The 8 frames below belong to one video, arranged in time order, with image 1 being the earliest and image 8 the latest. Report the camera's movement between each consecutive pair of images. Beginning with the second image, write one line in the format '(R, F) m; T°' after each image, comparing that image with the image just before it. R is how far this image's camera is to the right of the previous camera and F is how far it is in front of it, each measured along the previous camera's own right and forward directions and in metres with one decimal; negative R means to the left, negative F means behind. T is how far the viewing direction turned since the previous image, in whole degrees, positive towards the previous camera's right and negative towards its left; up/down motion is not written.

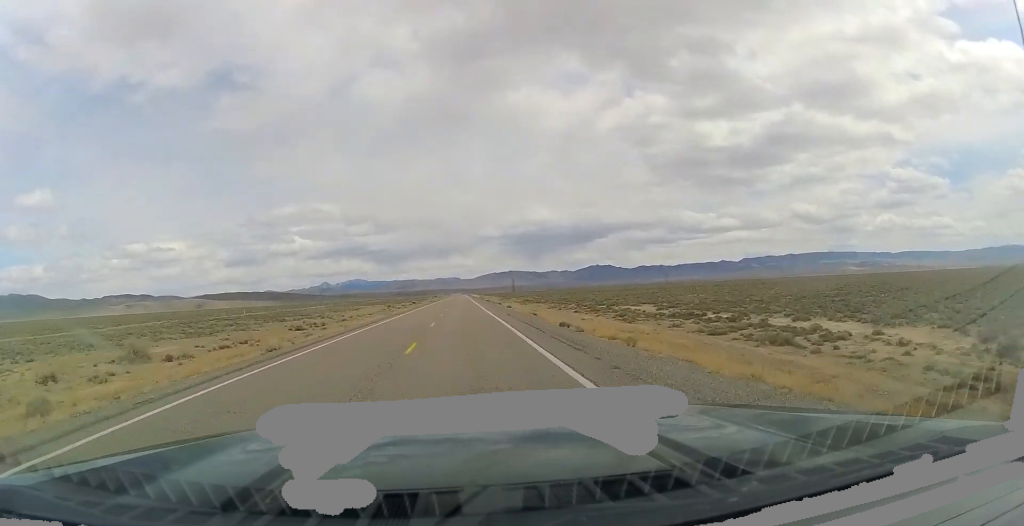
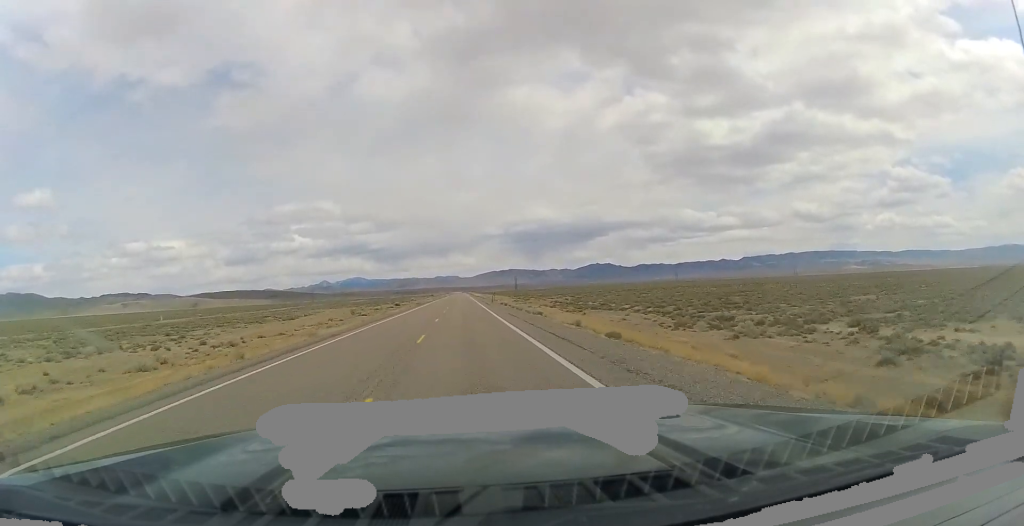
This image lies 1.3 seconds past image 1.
(-0.4, +46.1) m; 0°
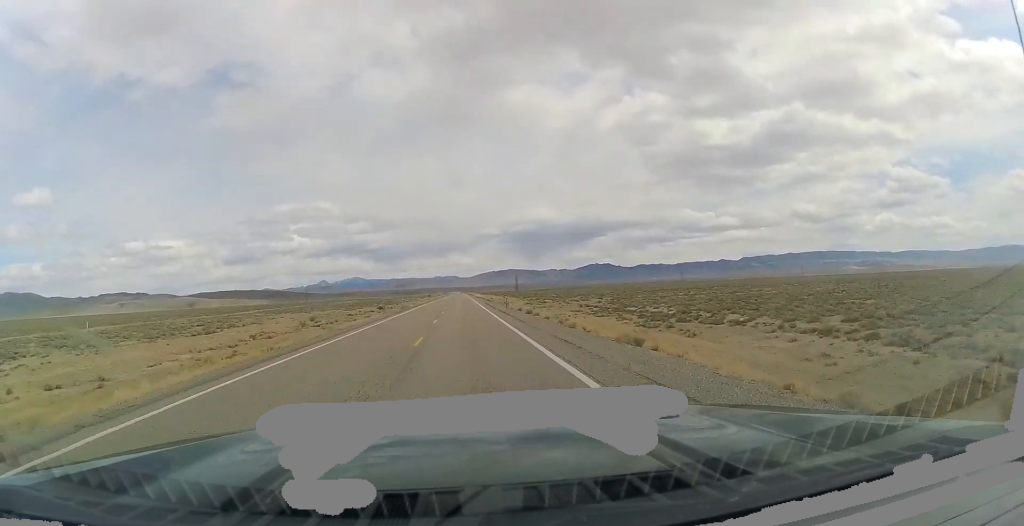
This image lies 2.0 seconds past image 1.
(+0.3, +25.5) m; +1°
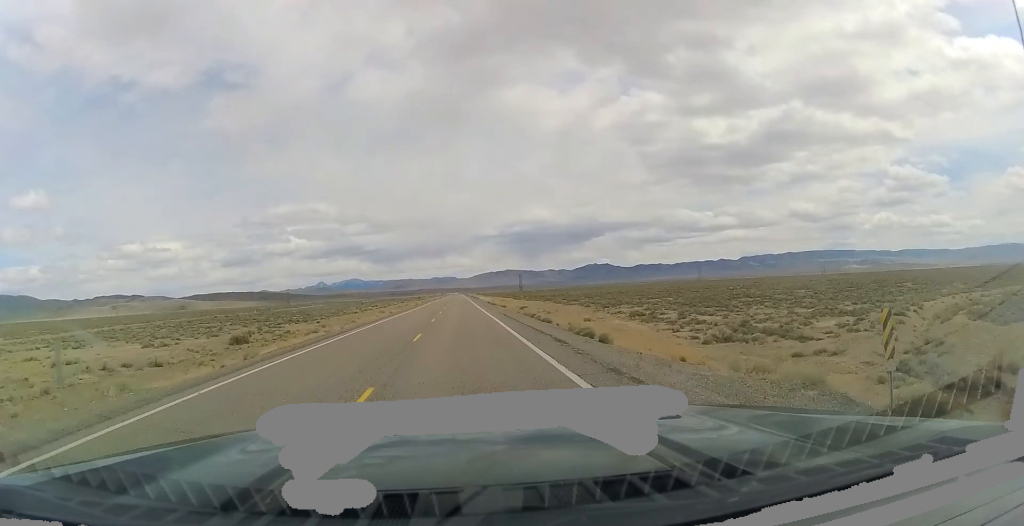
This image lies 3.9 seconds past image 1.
(0.0, +71.8) m; 0°
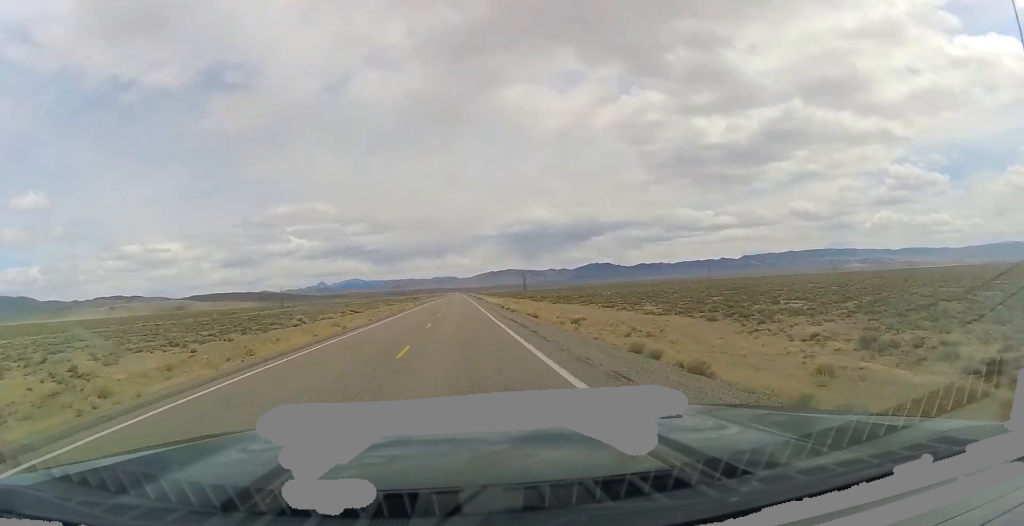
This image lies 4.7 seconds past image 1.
(0.0, +29.2) m; 0°
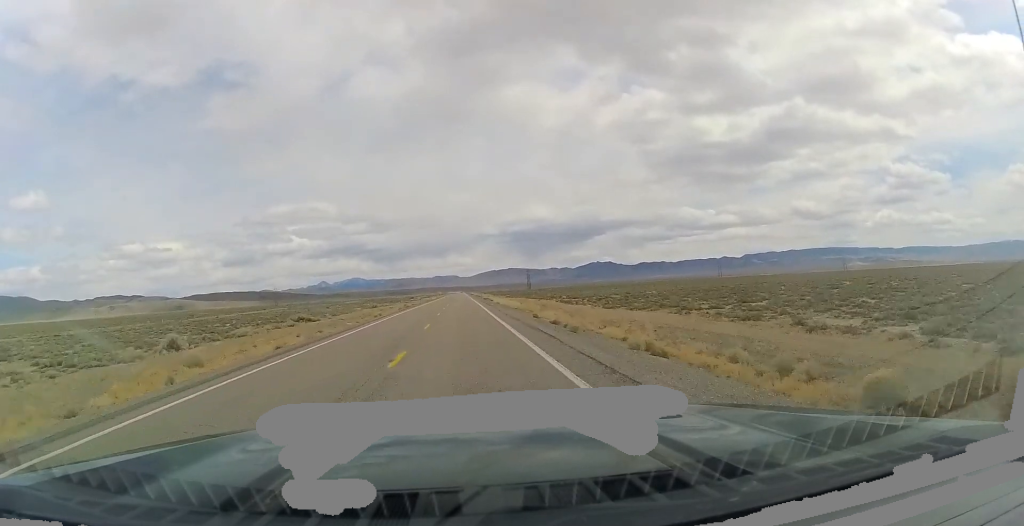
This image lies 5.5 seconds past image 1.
(0.0, +26.9) m; 0°
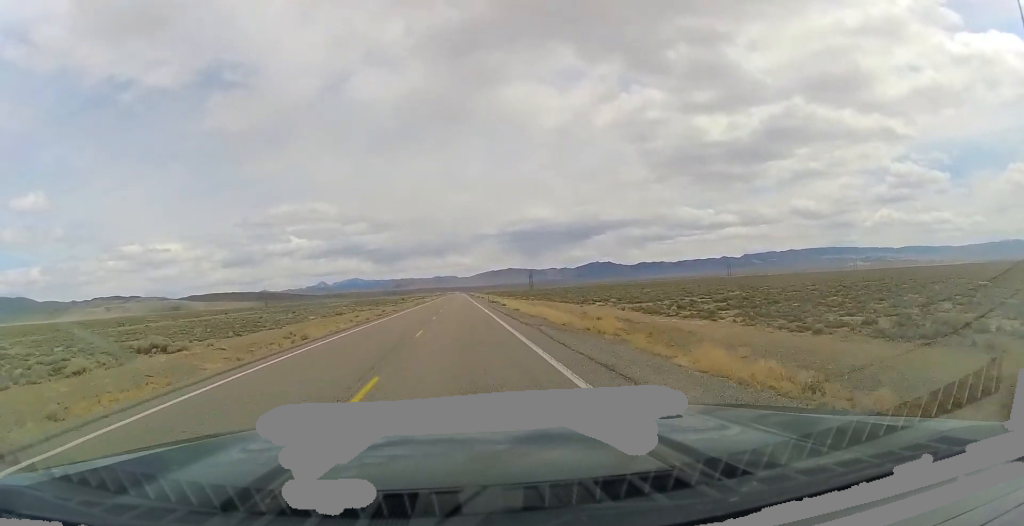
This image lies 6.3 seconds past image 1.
(0.0, +29.4) m; 0°
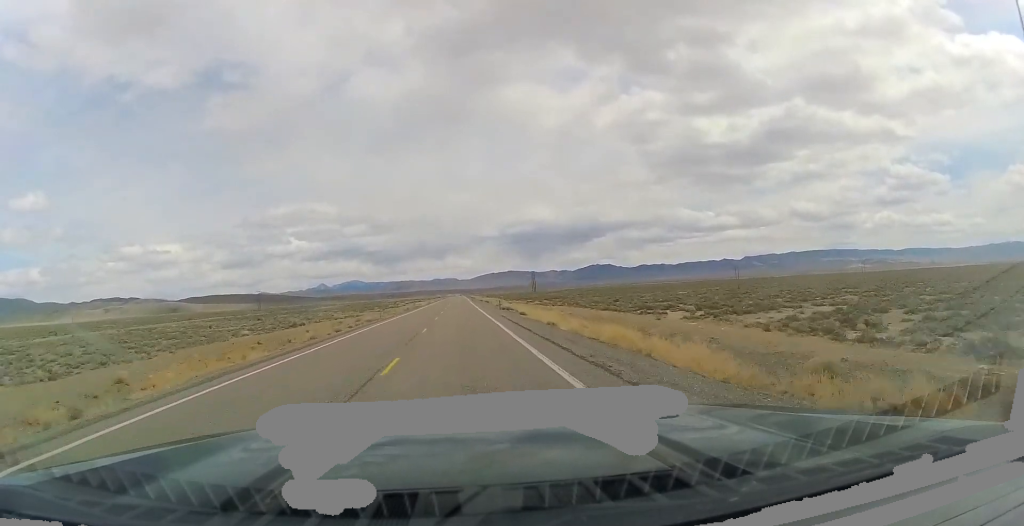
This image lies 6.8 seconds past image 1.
(0.0, +20.8) m; 0°
